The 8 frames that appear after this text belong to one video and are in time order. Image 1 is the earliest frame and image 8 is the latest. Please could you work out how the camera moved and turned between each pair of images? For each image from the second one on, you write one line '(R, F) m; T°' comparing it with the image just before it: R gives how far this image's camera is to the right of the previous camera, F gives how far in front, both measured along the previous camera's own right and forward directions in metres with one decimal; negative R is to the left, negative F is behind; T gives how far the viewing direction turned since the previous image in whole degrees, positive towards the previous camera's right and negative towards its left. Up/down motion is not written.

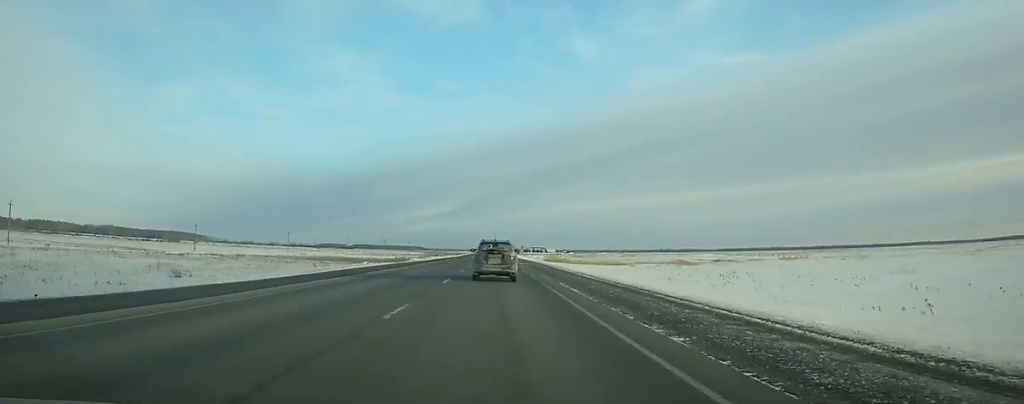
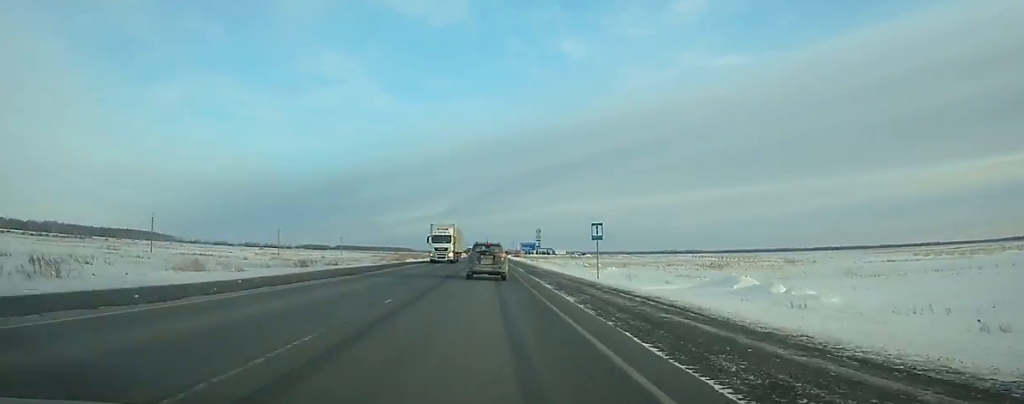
(+0.5, +183.1) m; 0°
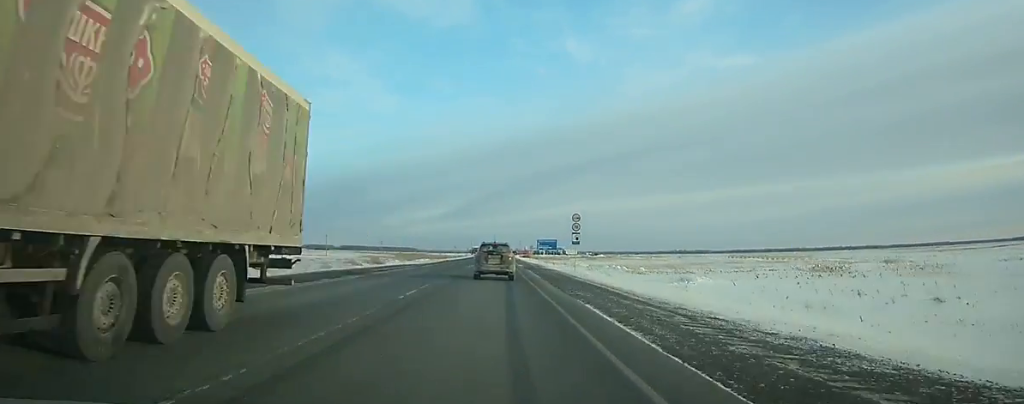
(0.0, +33.3) m; 0°
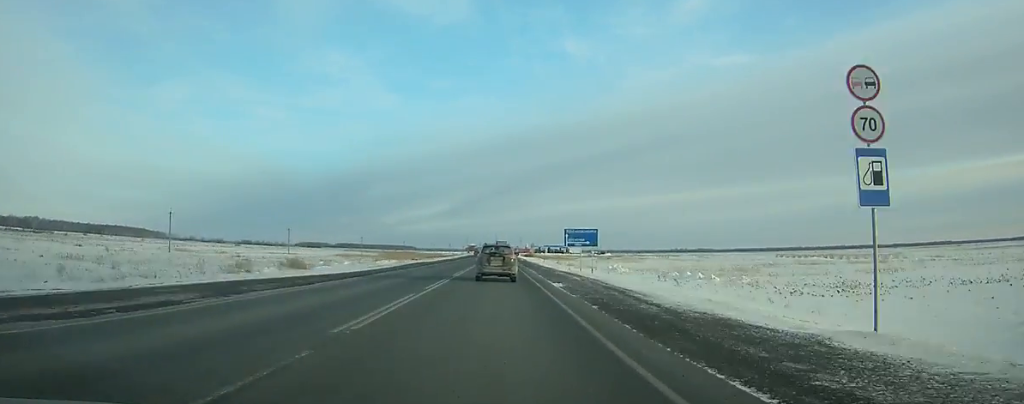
(0.0, +42.2) m; 0°
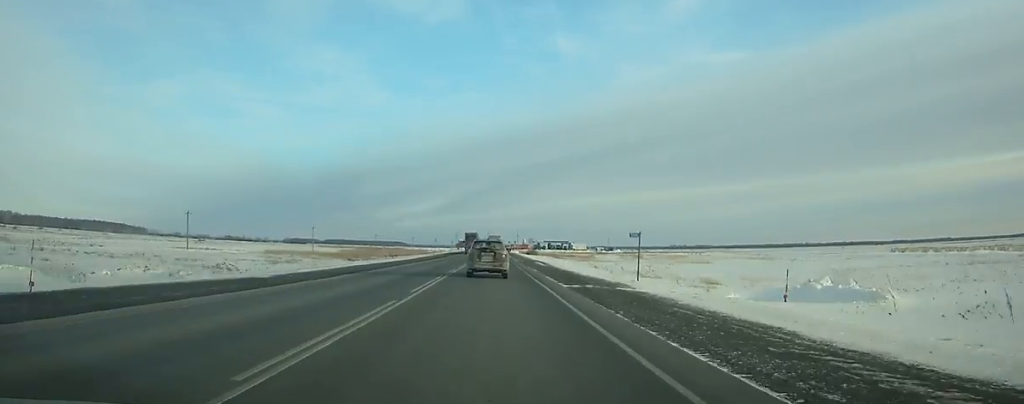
(0.0, +64.5) m; 0°
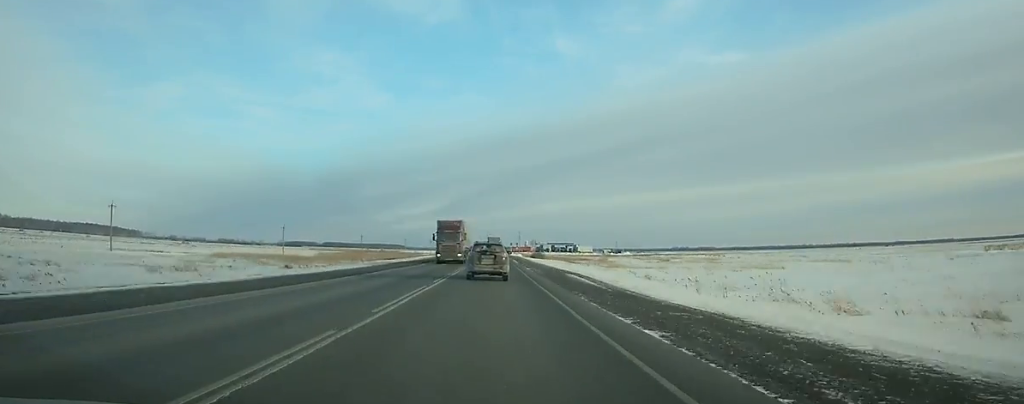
(+0.1, +29.6) m; 0°
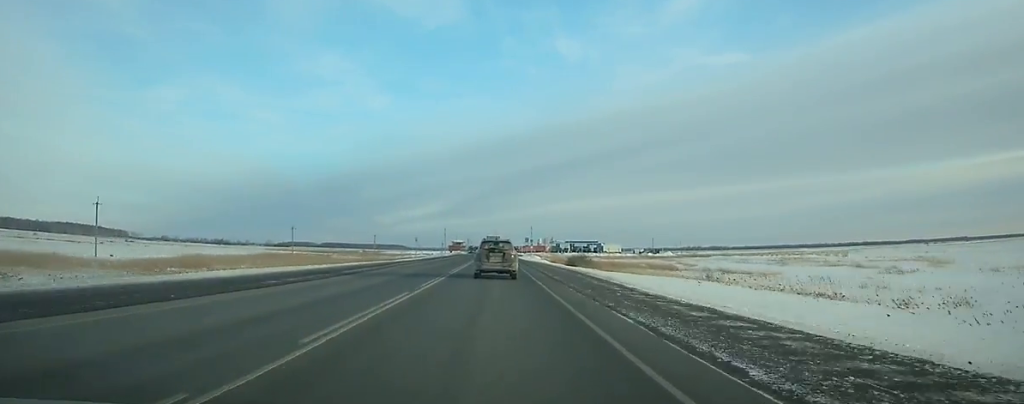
(0.0, +87.9) m; 0°
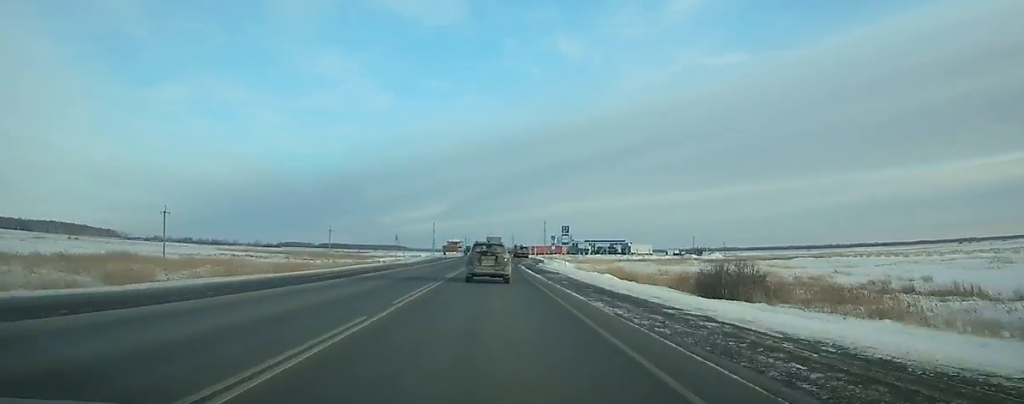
(-0.3, +64.5) m; 0°
